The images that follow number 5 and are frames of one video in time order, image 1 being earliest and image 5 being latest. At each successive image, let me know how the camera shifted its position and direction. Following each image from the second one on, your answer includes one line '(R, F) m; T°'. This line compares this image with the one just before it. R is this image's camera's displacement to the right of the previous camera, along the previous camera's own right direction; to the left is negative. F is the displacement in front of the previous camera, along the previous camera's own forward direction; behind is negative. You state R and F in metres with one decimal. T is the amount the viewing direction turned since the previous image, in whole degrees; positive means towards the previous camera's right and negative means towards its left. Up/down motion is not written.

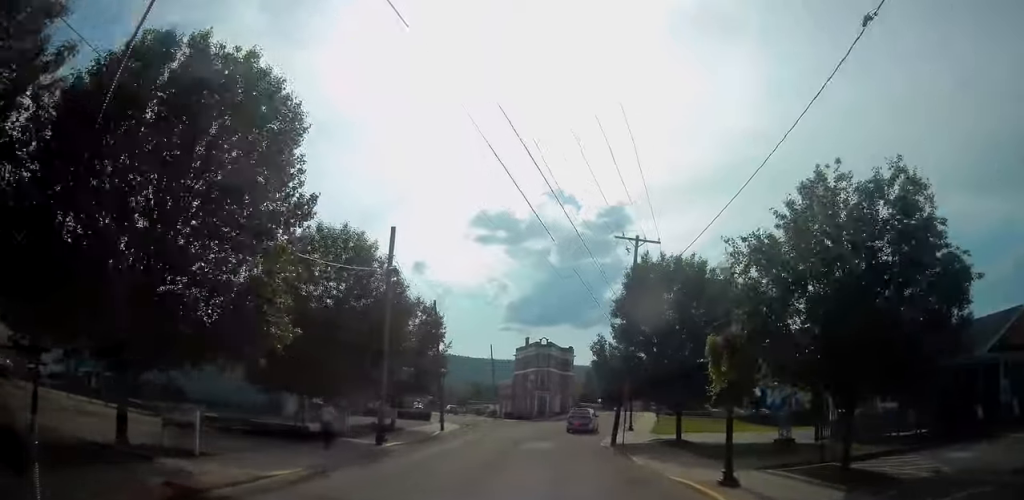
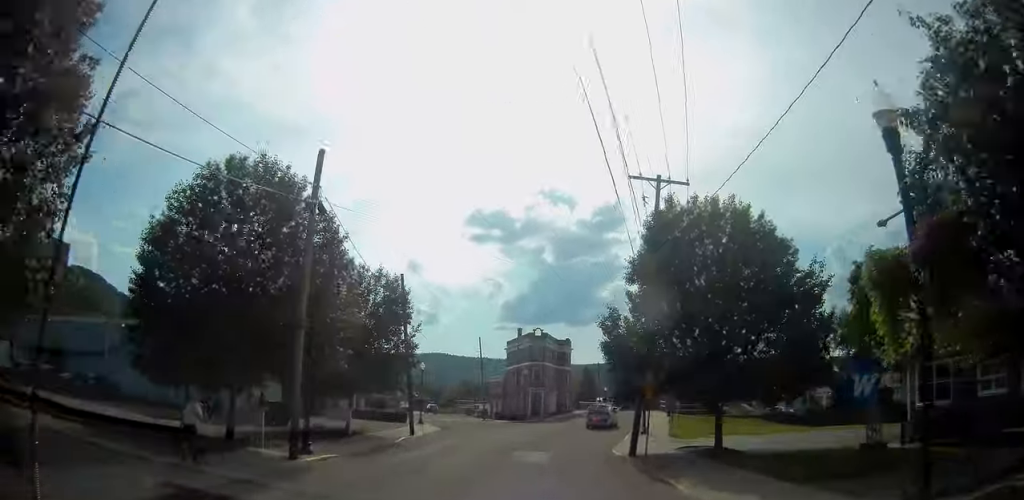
(0.0, +7.9) m; 0°
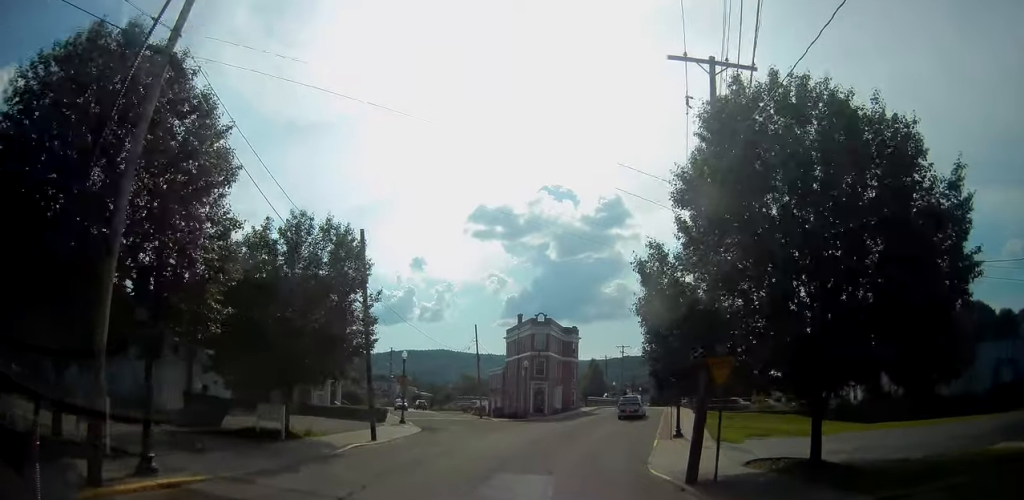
(0.0, +8.3) m; -3°
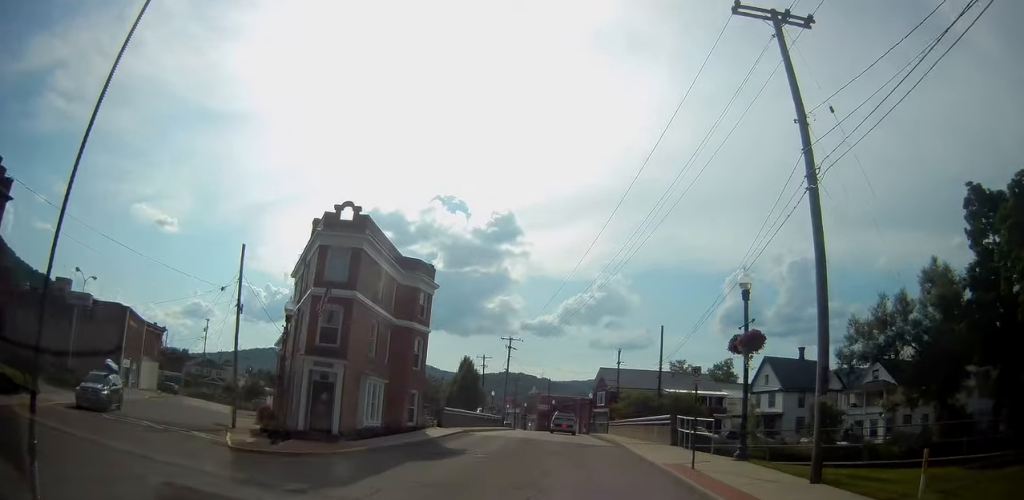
(+2.6, +33.2) m; +12°
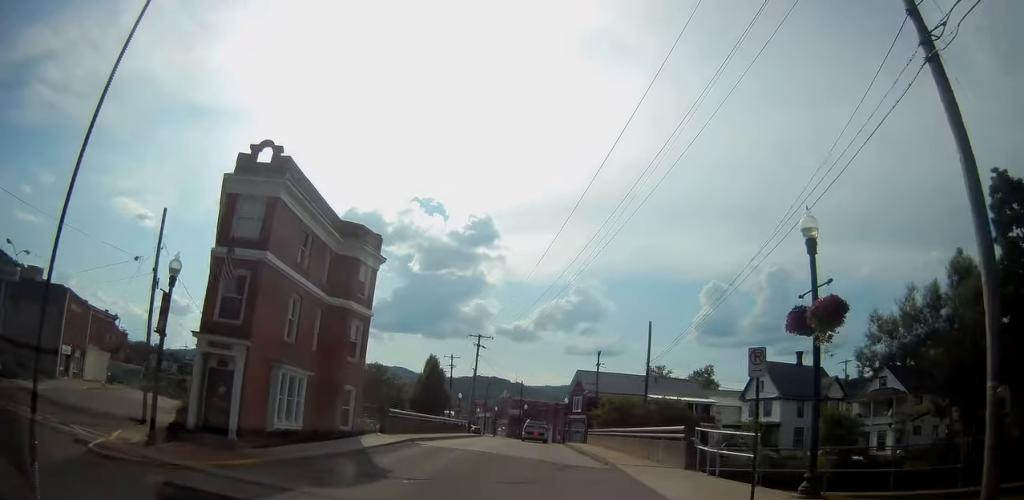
(+0.4, +6.3) m; +4°
